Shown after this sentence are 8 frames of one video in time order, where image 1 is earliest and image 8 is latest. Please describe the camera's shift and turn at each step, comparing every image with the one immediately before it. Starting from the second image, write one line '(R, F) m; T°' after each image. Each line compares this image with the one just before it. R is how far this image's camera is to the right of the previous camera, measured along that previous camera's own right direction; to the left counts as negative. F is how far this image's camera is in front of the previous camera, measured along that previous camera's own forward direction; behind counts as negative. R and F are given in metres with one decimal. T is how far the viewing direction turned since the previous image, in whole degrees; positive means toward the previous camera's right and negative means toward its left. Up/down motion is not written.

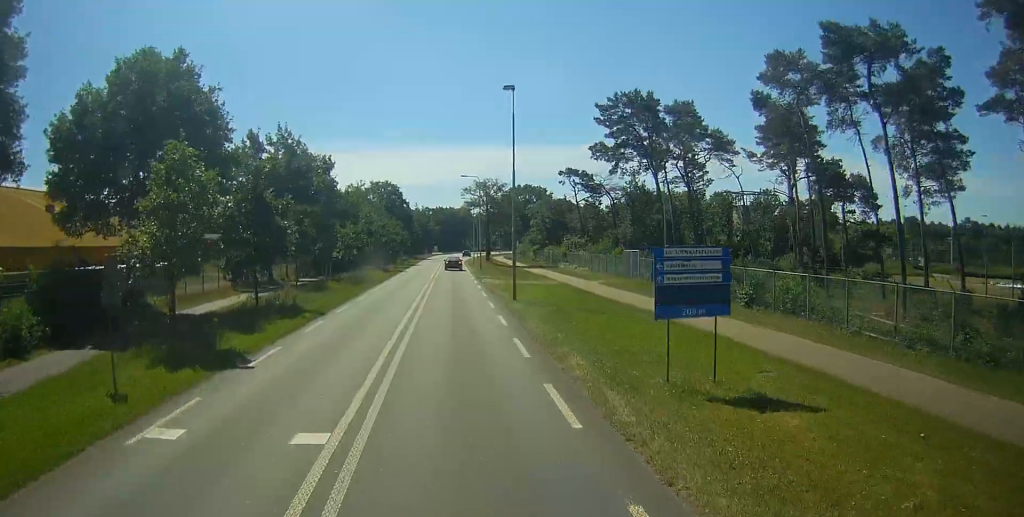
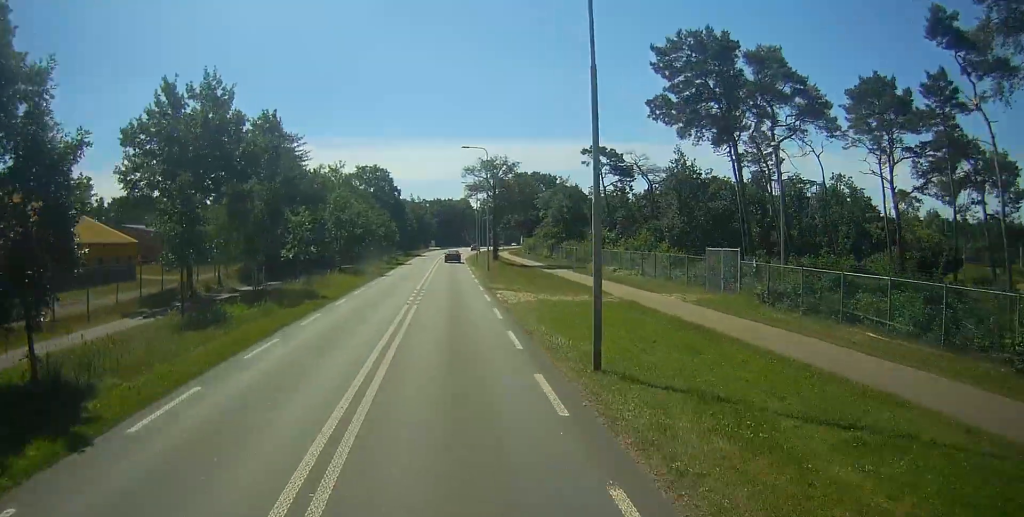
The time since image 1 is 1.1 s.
(0.0, +18.6) m; 0°
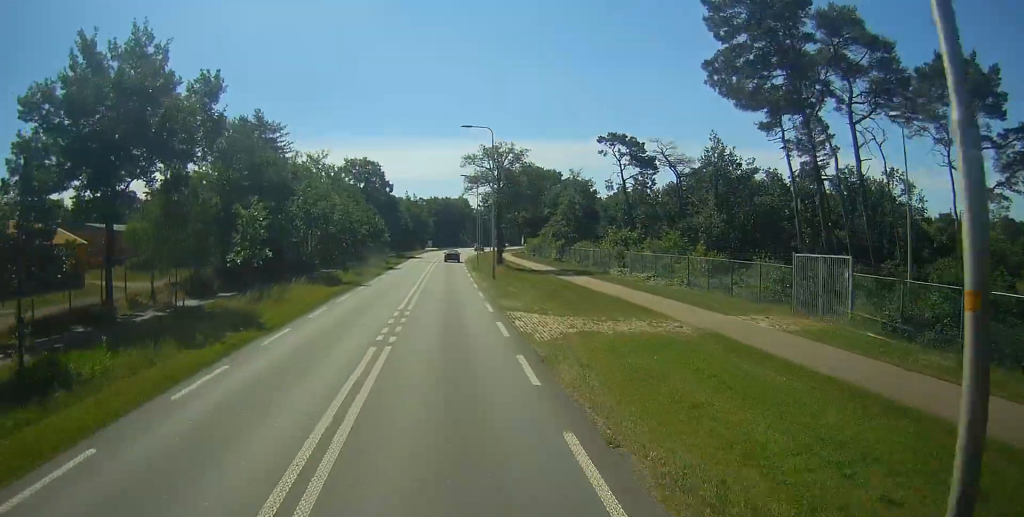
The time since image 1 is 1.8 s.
(0.0, +10.3) m; 0°
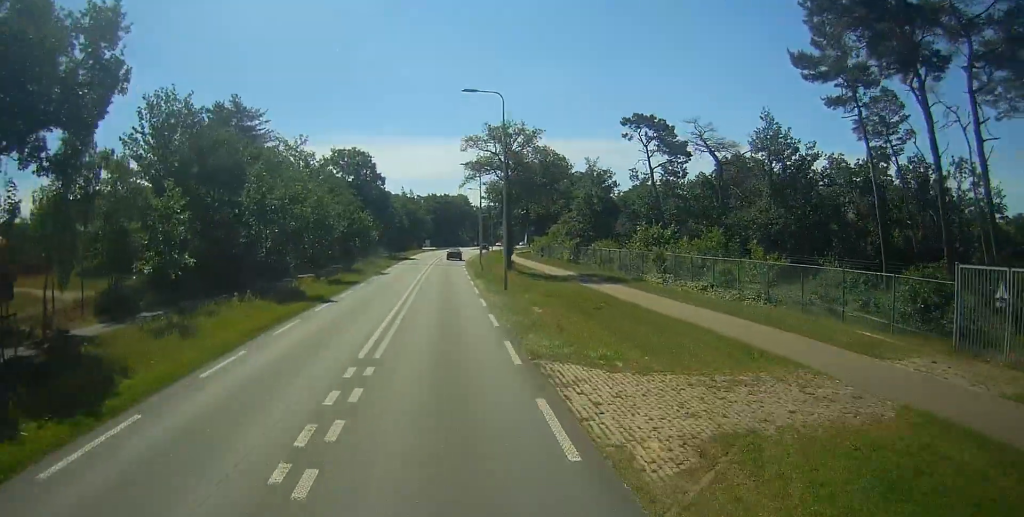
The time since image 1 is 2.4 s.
(0.0, +10.5) m; 0°
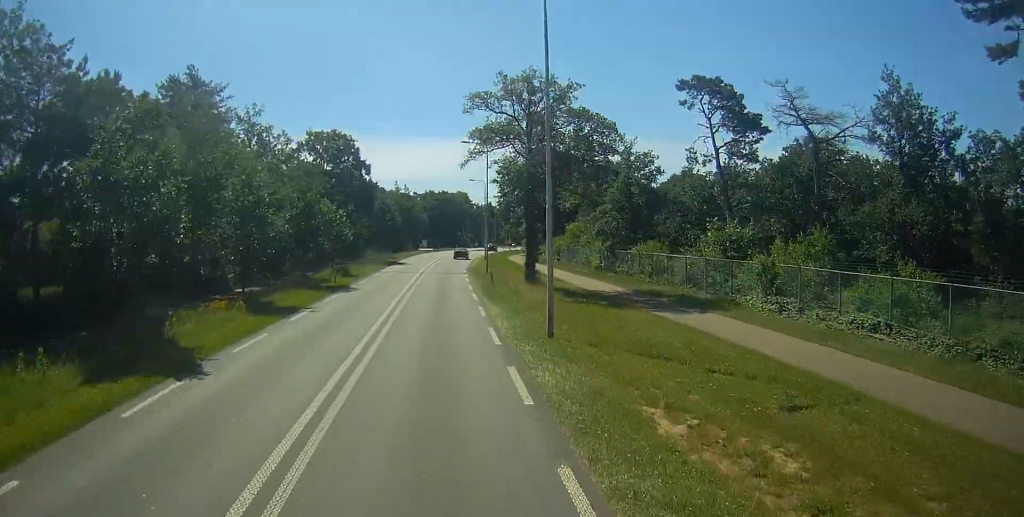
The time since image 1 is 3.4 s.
(+0.1, +15.7) m; 0°
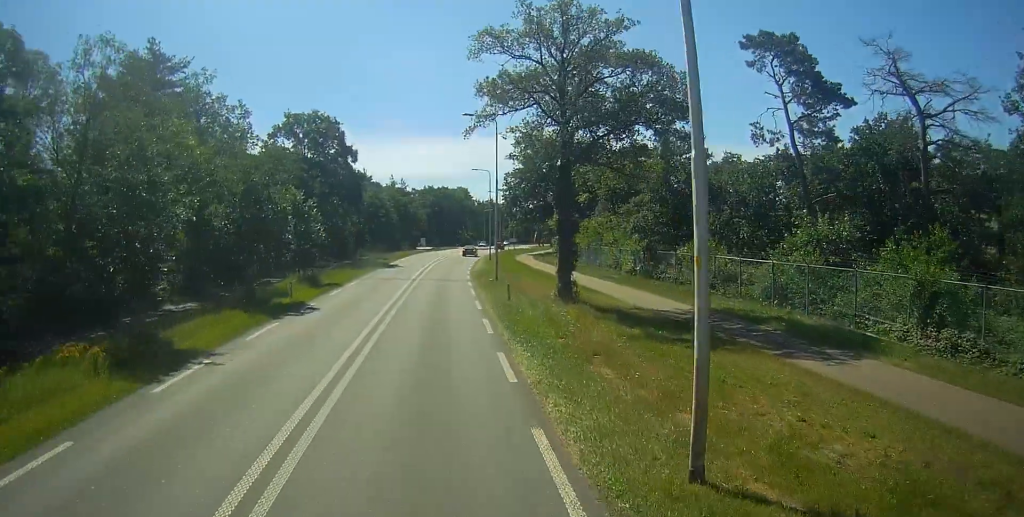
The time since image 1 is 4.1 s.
(0.0, +10.7) m; -1°
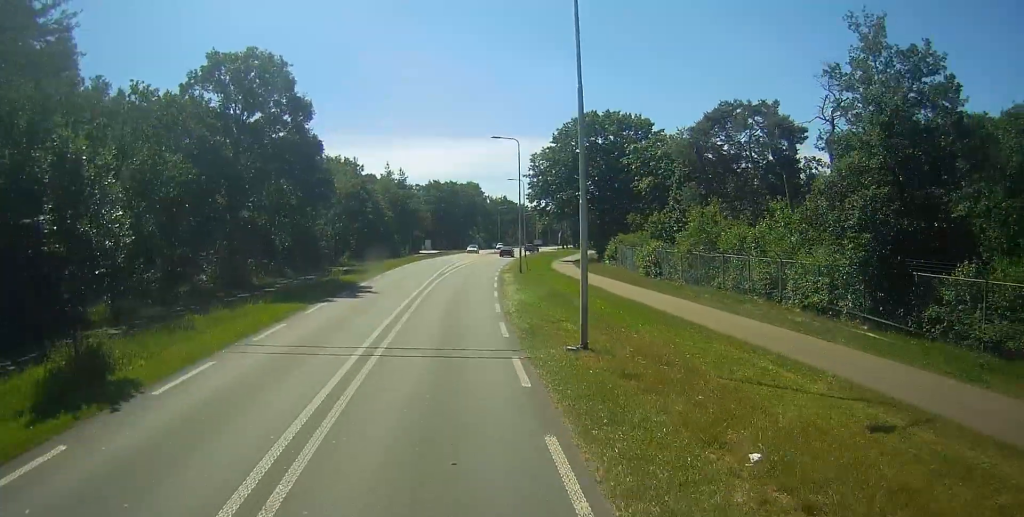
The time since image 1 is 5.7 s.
(-0.3, +24.7) m; 0°
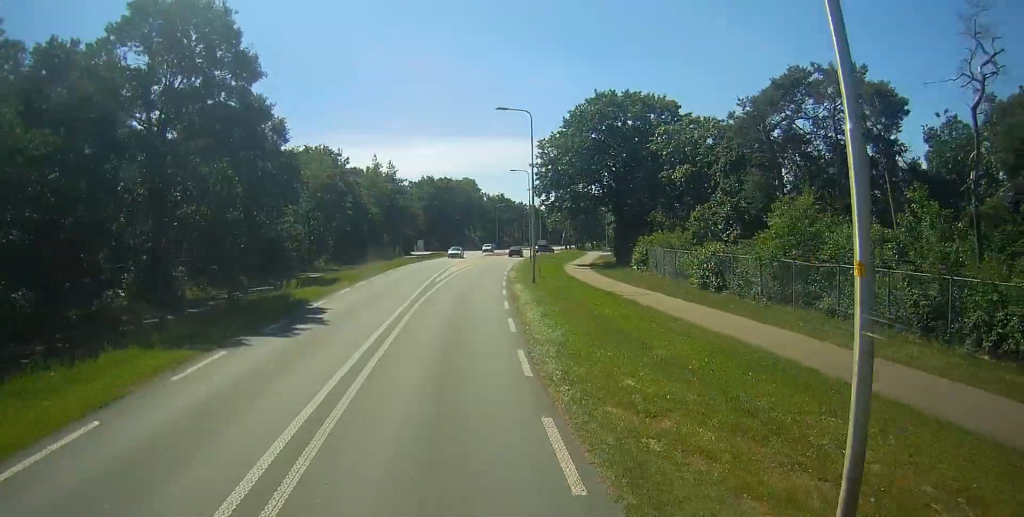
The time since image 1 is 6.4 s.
(+0.1, +11.2) m; +1°
